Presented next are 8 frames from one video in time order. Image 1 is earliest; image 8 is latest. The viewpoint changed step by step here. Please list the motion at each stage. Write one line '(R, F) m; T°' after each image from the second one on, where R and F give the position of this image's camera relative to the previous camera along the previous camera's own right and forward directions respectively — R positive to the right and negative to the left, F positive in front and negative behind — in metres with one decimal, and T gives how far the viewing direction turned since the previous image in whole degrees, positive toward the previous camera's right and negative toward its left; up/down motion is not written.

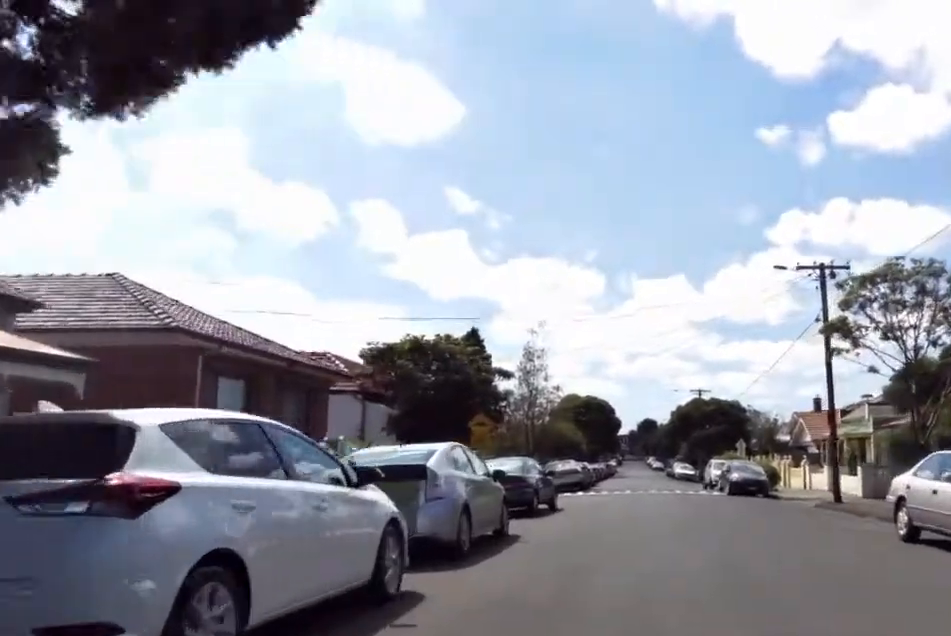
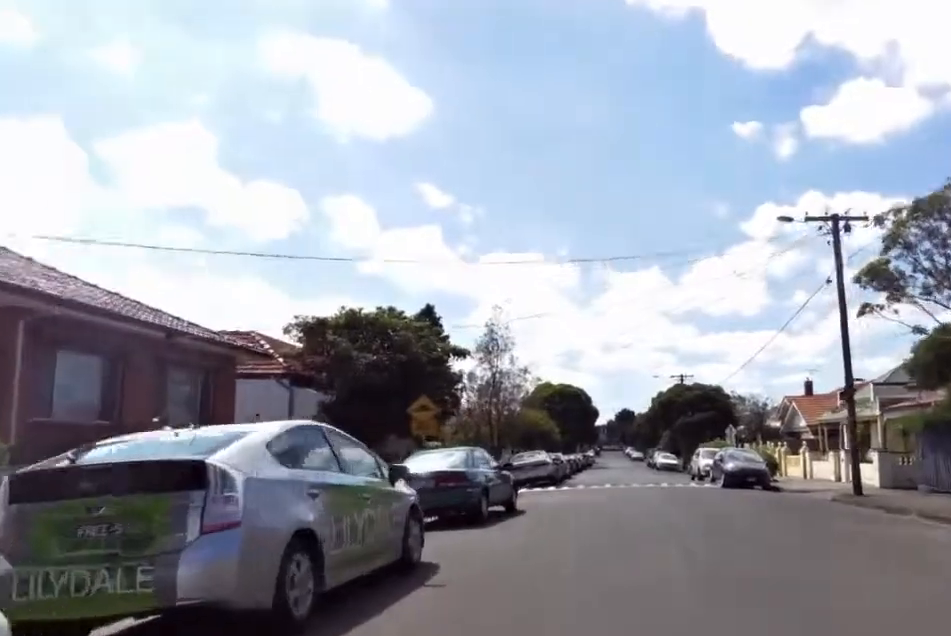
(-0.1, +4.7) m; -2°
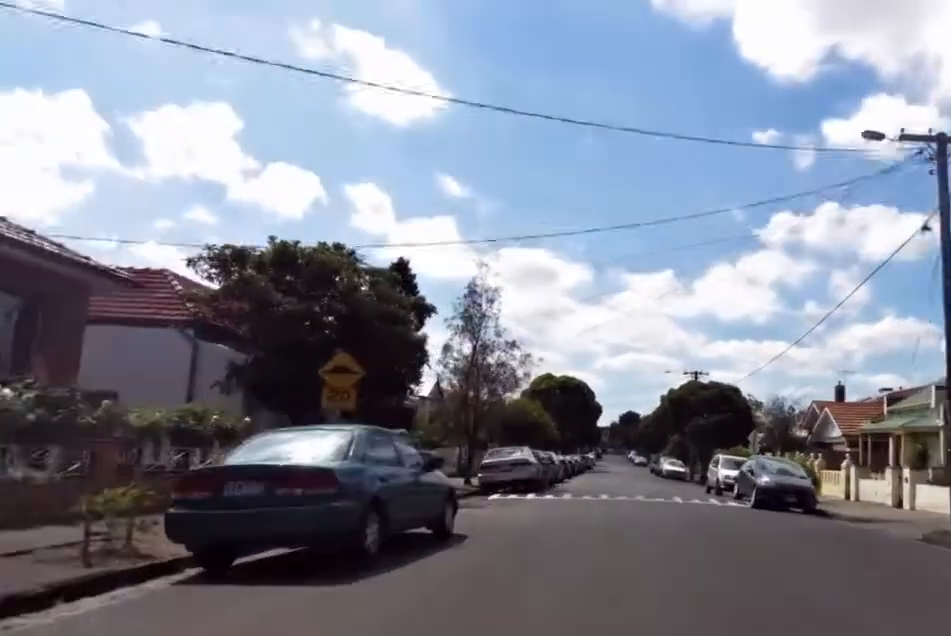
(+0.1, +6.7) m; -5°
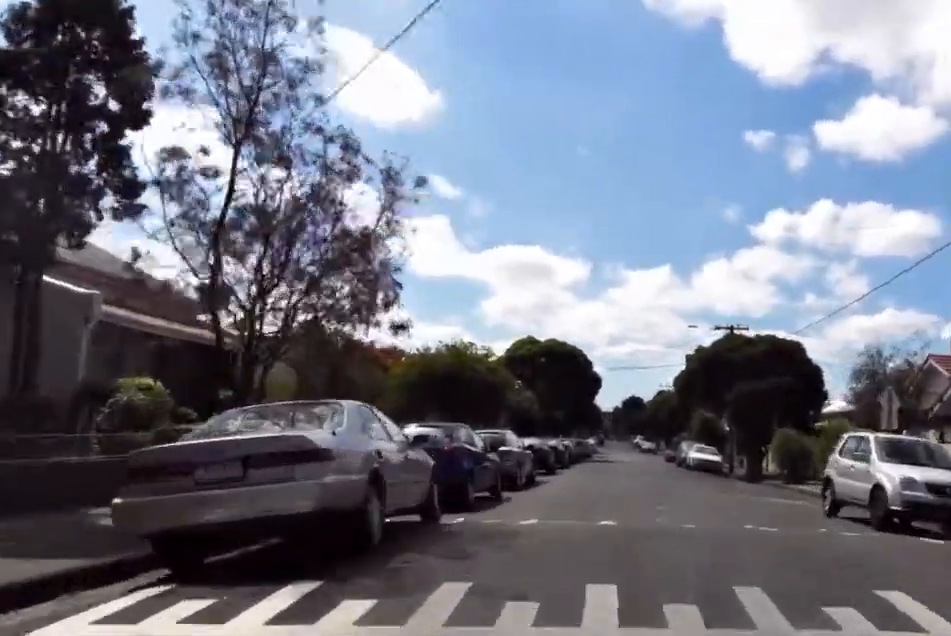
(-2.3, +17.6) m; -8°
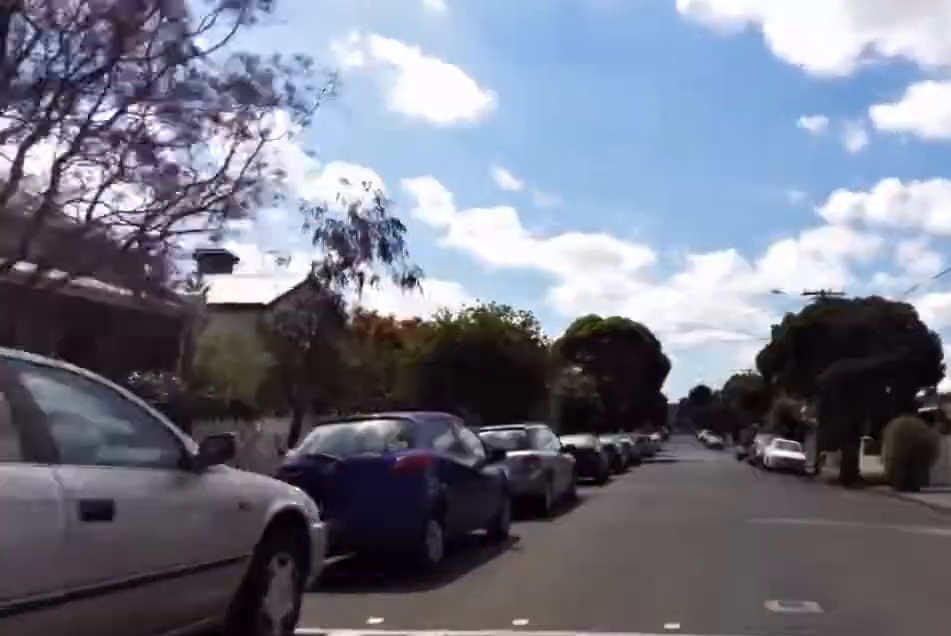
(0.0, +5.4) m; +1°
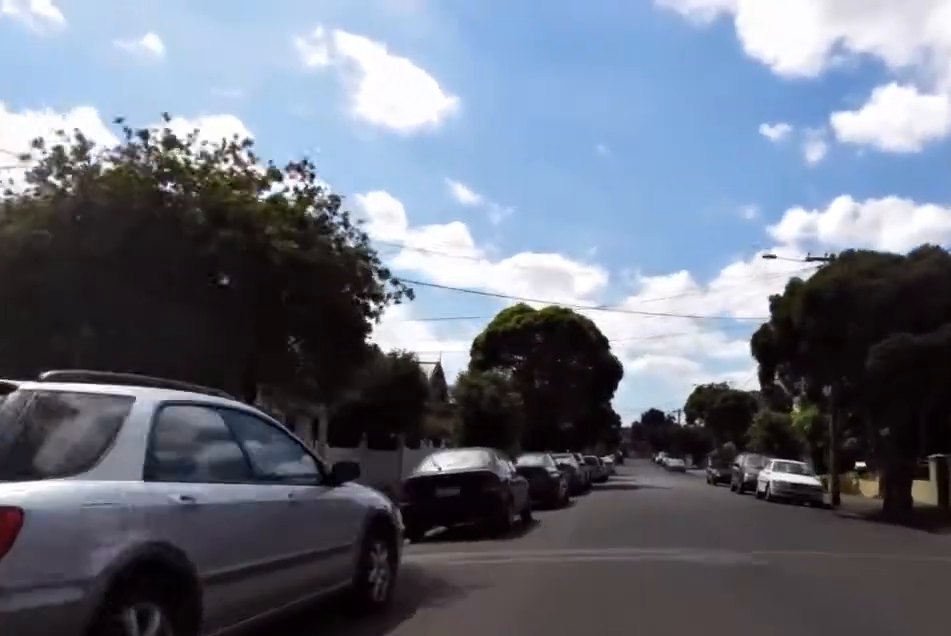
(+0.1, +9.7) m; +10°
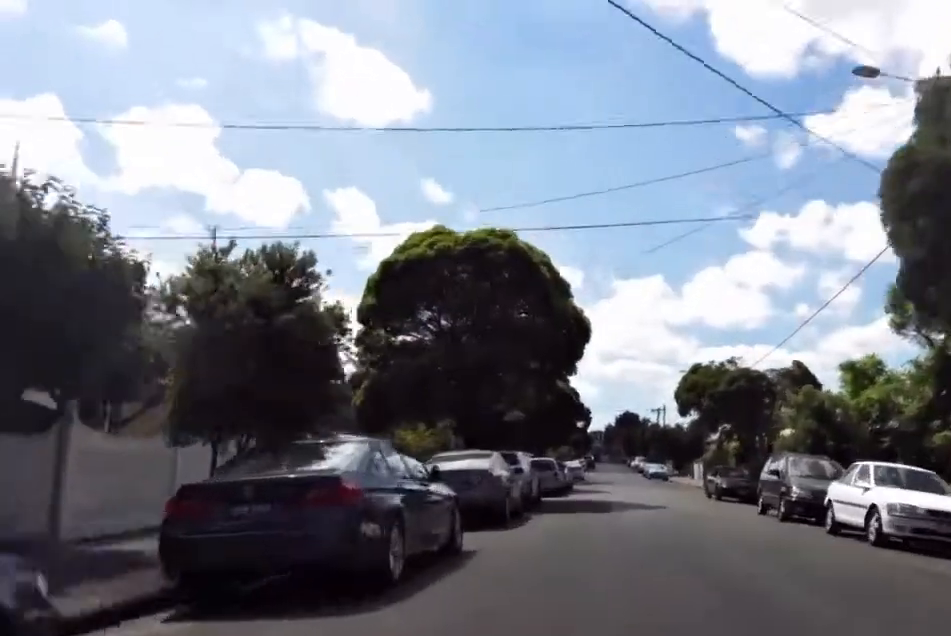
(+2.1, +12.3) m; +4°
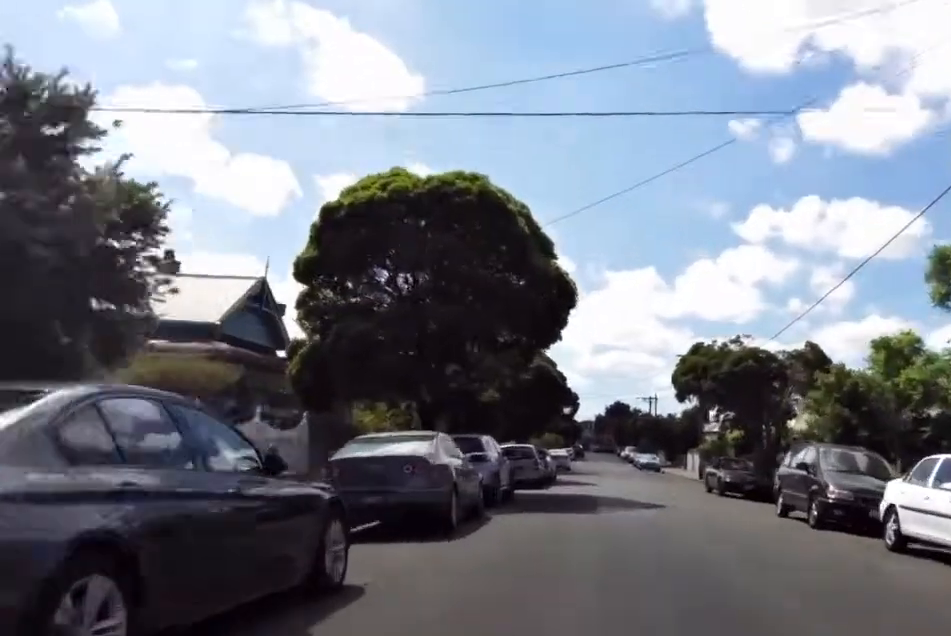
(-0.8, +3.9) m; -7°
